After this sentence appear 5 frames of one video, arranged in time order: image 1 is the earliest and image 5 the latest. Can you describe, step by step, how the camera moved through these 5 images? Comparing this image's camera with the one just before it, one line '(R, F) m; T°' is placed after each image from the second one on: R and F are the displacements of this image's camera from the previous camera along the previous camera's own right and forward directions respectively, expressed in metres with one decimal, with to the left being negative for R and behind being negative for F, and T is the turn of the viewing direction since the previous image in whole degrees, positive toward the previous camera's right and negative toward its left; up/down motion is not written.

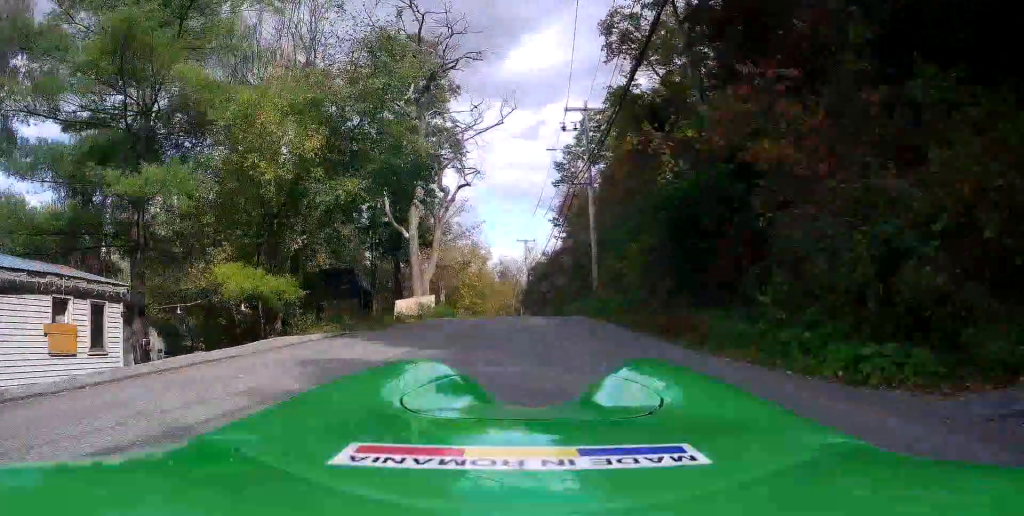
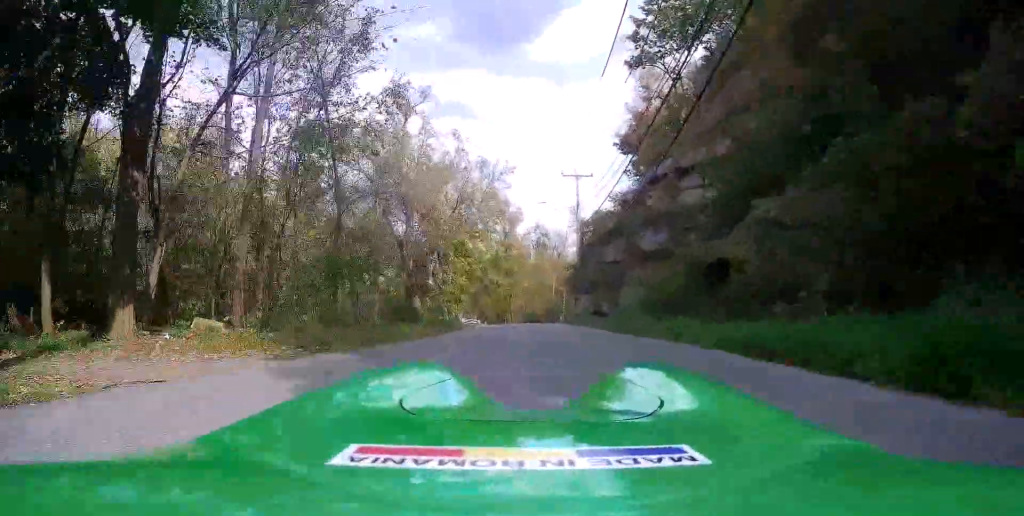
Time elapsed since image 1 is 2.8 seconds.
(-0.3, +31.7) m; -7°
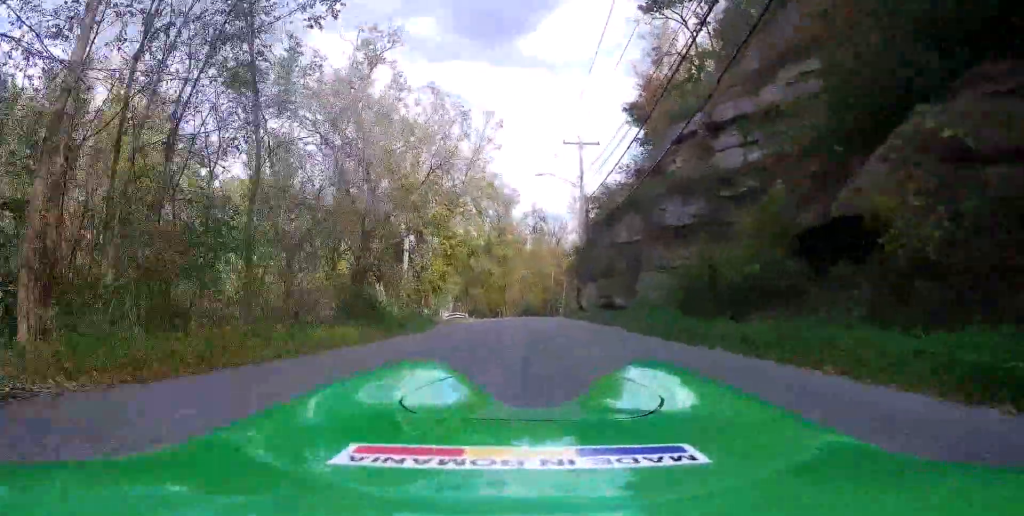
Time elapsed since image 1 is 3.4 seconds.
(-0.5, +5.1) m; -7°
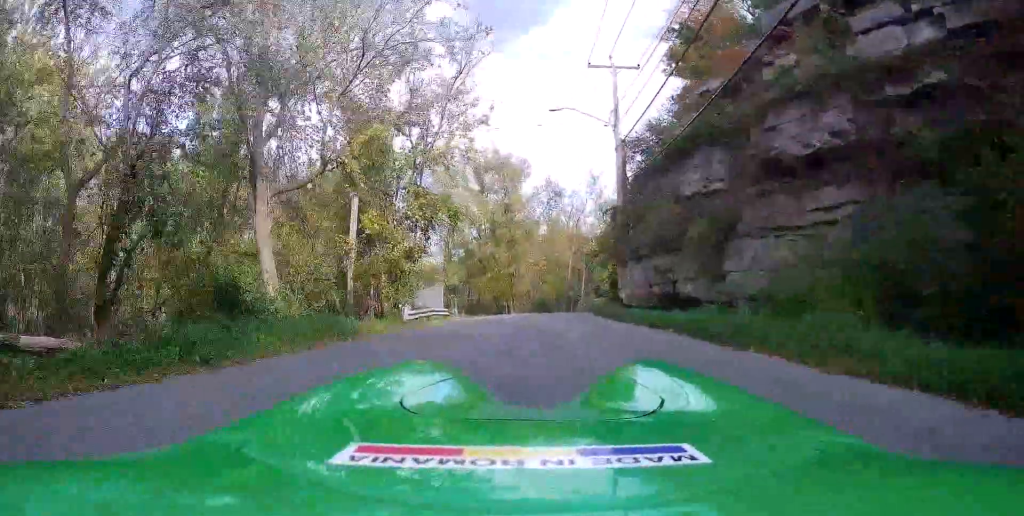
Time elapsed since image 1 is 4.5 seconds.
(-0.9, +8.0) m; +2°
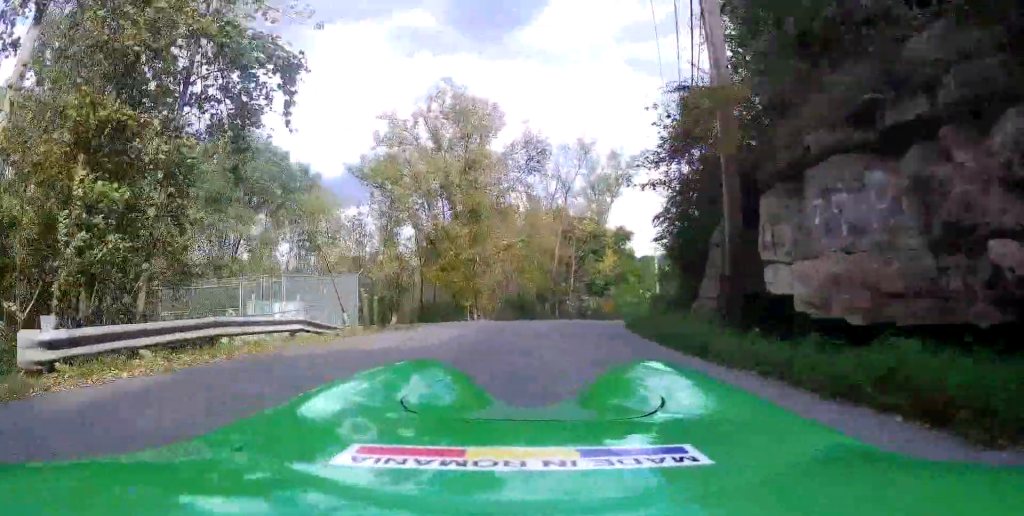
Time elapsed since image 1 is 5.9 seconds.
(+3.0, +20.0) m; -9°
